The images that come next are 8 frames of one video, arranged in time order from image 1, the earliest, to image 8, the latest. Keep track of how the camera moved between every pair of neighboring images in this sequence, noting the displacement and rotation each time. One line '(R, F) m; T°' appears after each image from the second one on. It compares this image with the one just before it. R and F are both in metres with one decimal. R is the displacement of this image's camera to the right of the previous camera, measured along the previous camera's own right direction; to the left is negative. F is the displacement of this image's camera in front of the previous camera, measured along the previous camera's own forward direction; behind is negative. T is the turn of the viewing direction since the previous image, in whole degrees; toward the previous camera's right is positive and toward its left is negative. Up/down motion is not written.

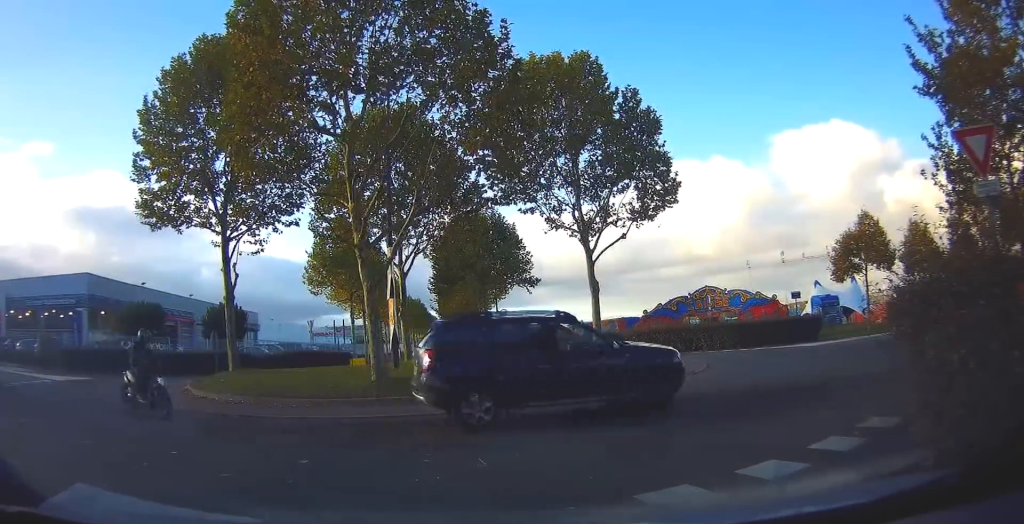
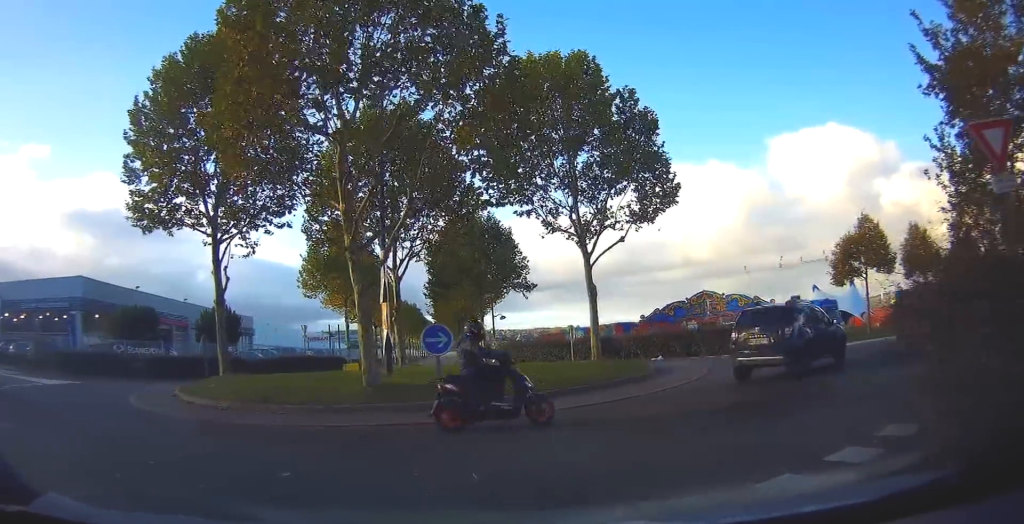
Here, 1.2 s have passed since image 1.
(0.0, +0.2) m; 0°
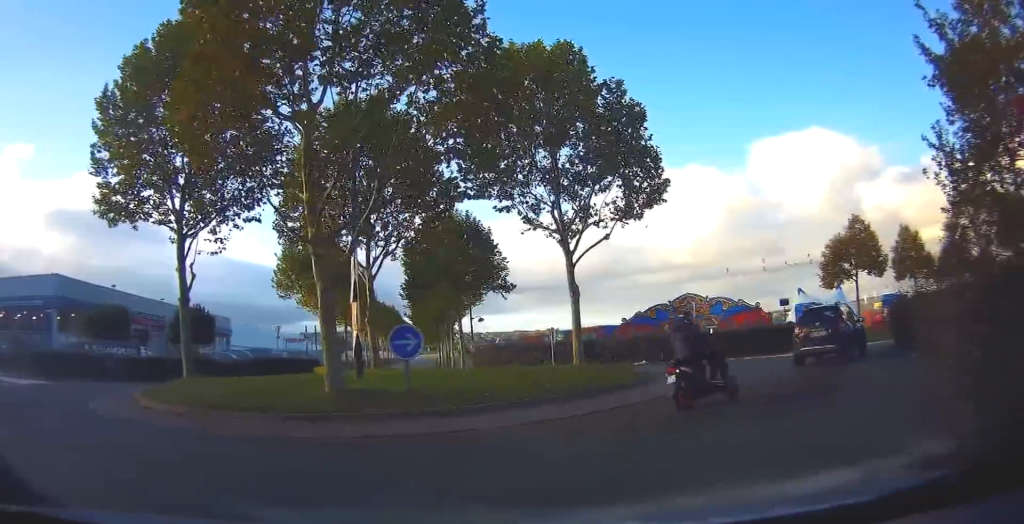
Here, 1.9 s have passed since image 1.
(0.0, +0.5) m; 0°
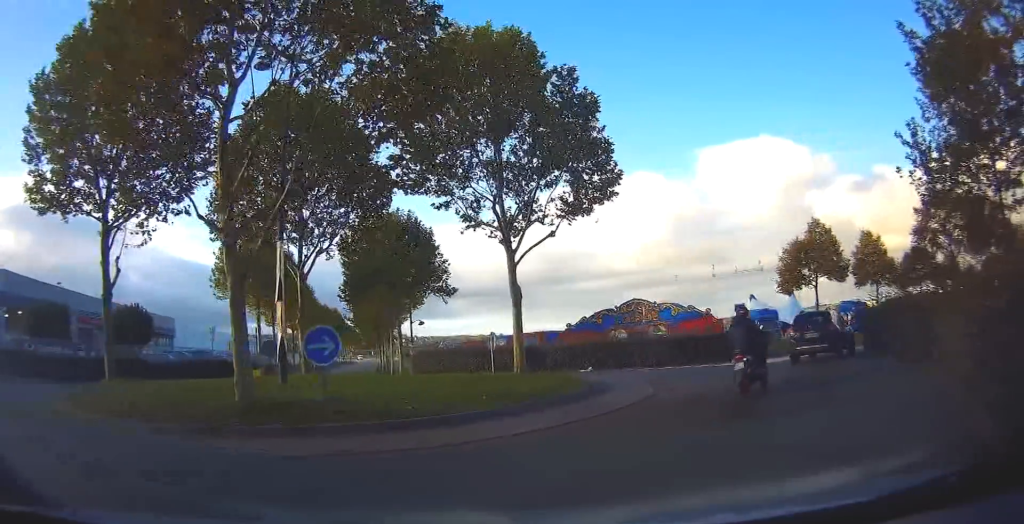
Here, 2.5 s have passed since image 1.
(0.0, +1.1) m; +9°
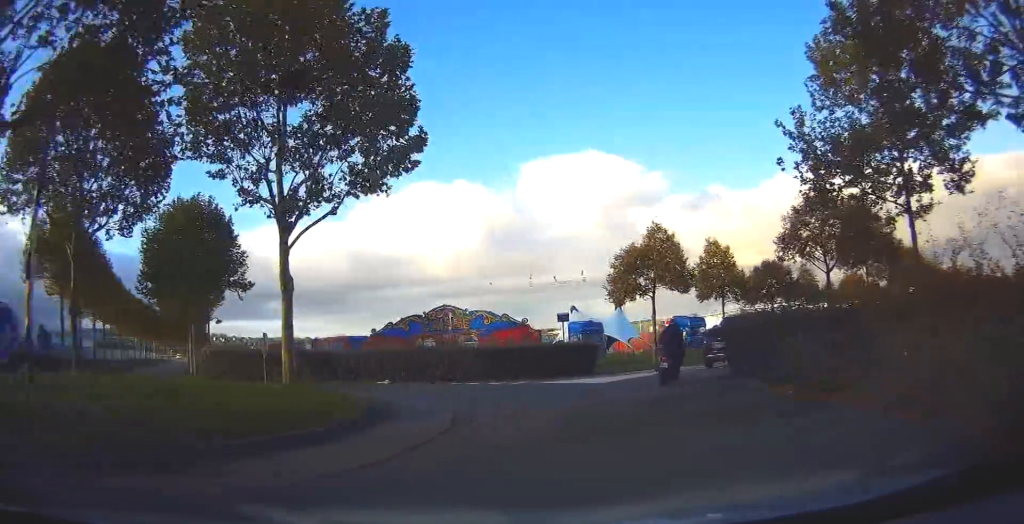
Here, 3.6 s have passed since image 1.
(+0.5, +2.8) m; +17°
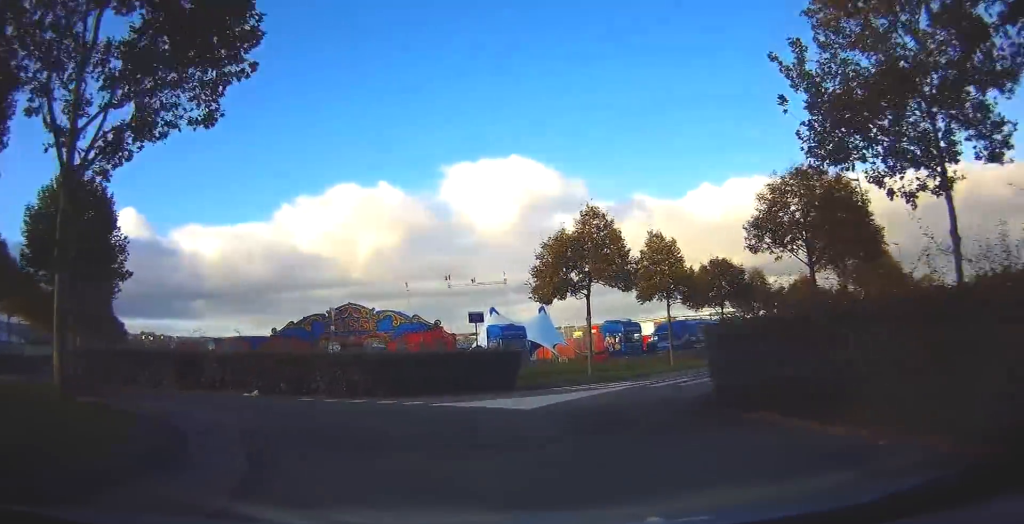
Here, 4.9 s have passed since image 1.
(+0.5, +4.9) m; +1°
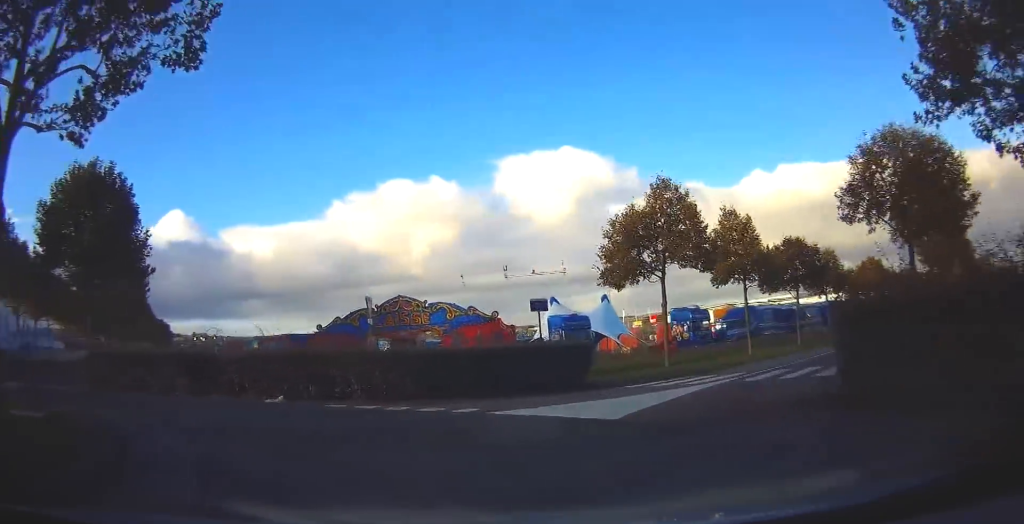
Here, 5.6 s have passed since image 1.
(-0.3, +2.8) m; -8°
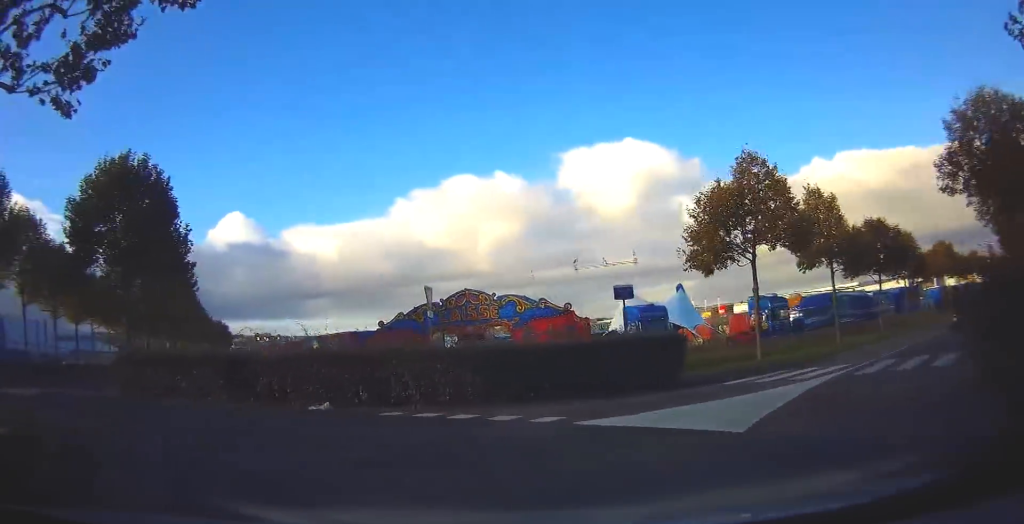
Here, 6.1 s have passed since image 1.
(-0.1, +2.1) m; -7°
